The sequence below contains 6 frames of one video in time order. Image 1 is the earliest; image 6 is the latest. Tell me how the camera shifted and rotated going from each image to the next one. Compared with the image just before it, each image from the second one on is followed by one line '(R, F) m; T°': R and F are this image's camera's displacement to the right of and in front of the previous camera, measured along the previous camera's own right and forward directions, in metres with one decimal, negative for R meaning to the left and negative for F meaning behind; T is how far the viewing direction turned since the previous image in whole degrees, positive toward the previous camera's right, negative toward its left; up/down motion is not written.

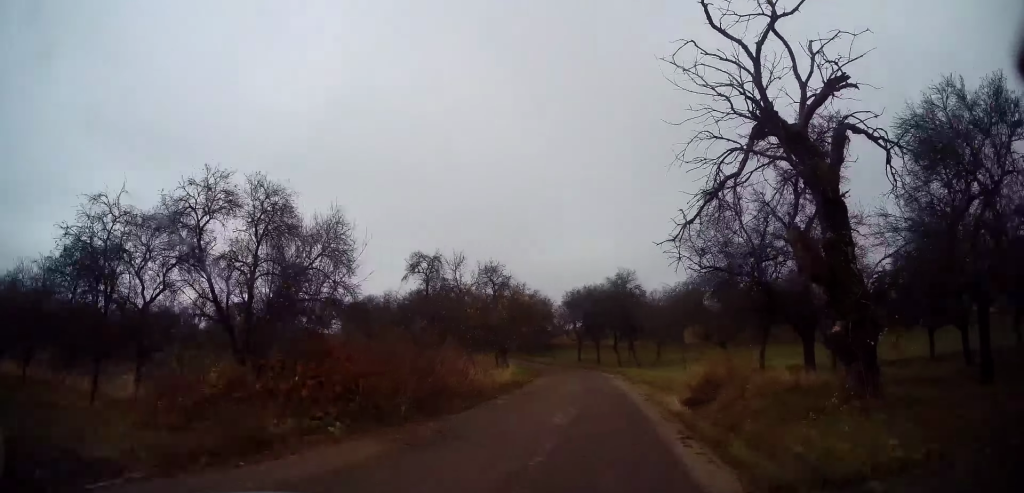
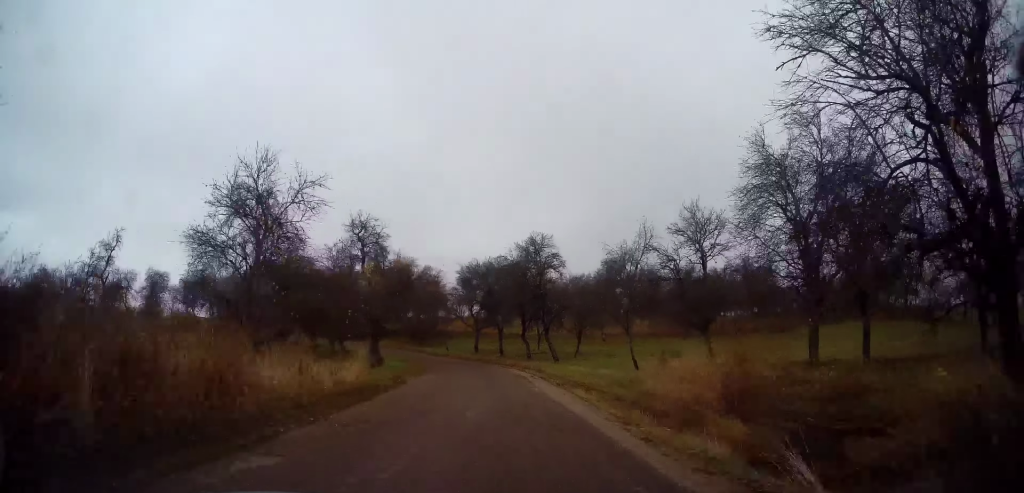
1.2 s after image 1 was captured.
(+1.2, +10.1) m; +12°
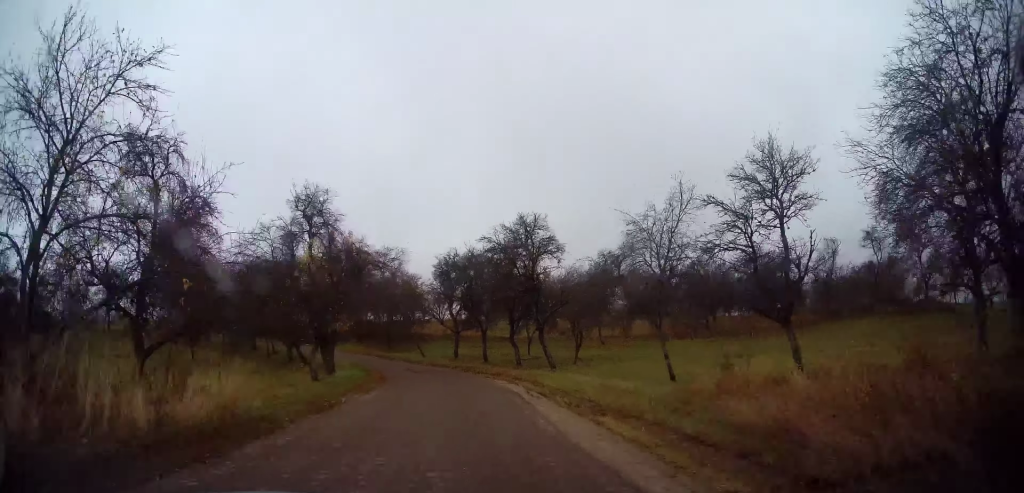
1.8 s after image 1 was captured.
(+0.4, +5.9) m; +2°
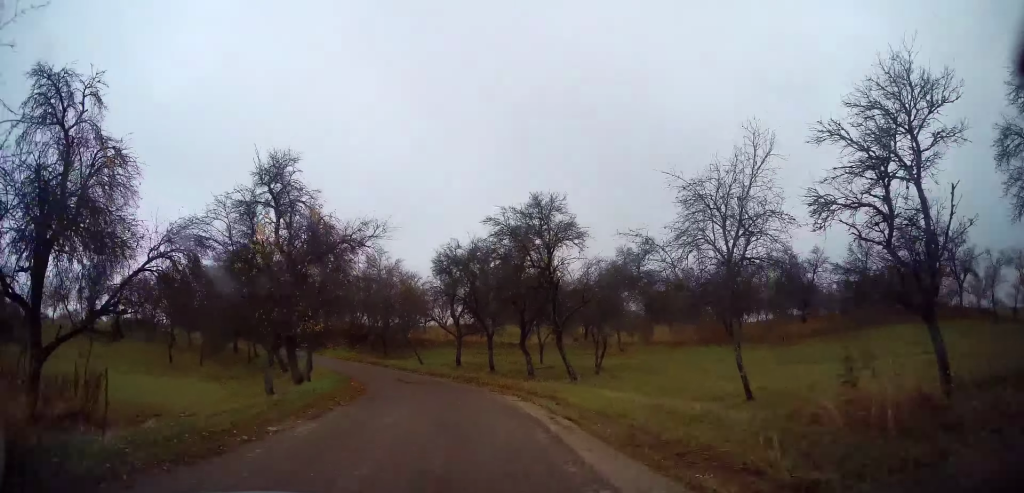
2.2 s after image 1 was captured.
(+0.1, +4.2) m; 0°
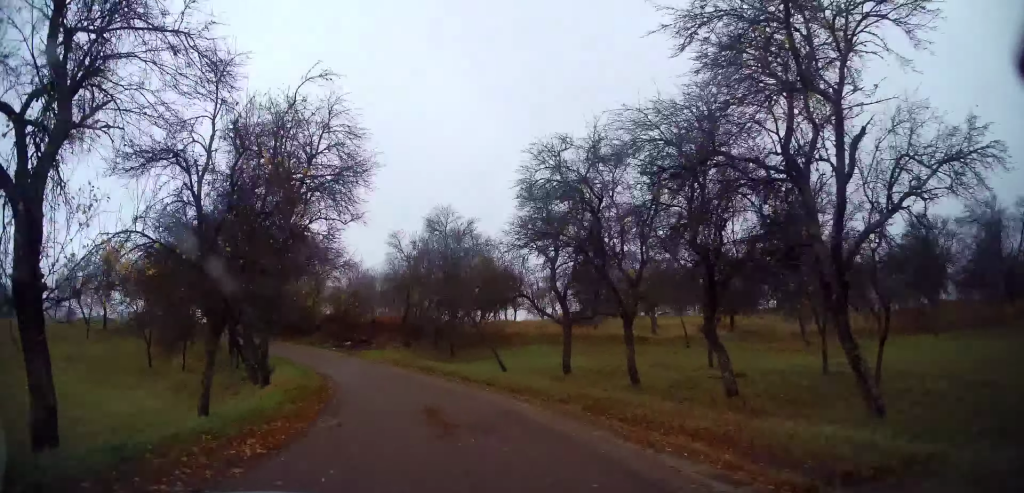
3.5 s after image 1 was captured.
(-0.9, +13.3) m; -9°
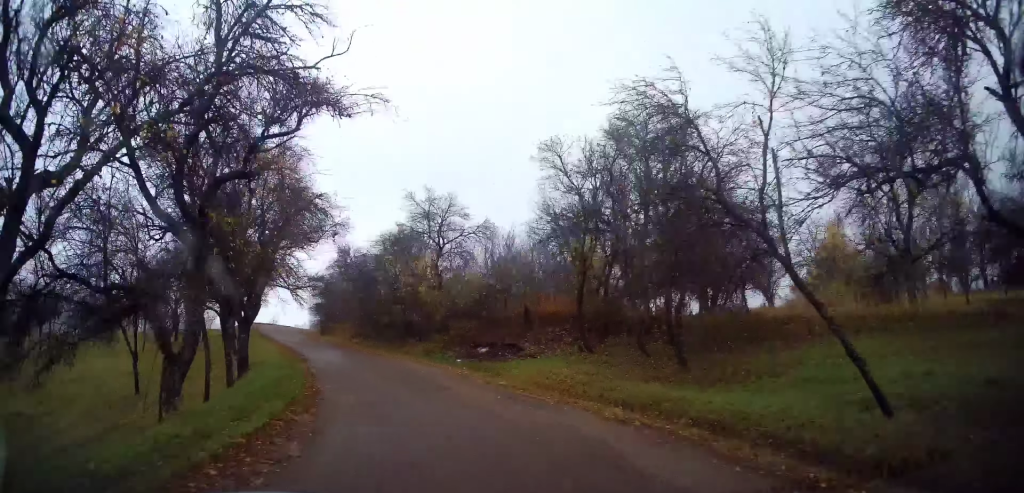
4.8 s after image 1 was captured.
(-1.4, +14.3) m; -15°
